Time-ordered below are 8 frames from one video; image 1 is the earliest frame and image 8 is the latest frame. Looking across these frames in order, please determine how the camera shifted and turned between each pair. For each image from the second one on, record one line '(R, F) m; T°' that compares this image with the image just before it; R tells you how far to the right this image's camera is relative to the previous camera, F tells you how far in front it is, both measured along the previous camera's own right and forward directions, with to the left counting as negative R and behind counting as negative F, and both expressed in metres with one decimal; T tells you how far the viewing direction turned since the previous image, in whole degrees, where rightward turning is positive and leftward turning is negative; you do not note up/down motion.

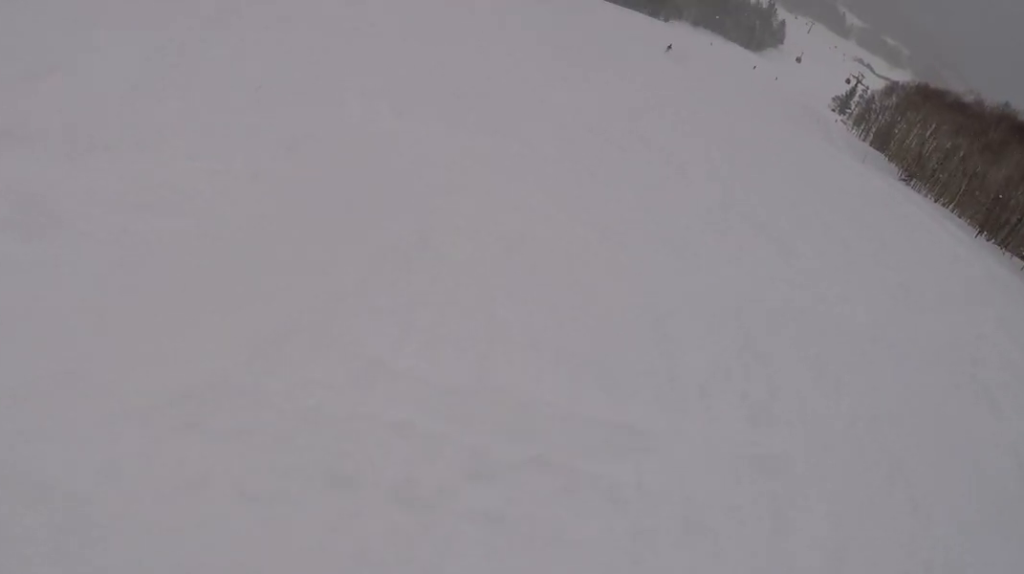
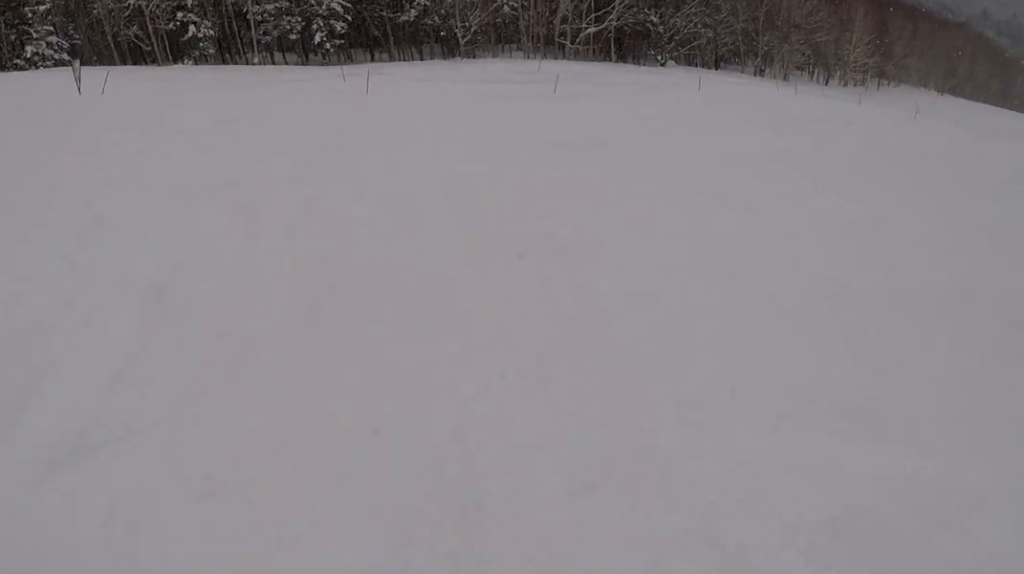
(+0.6, +13.2) m; +24°
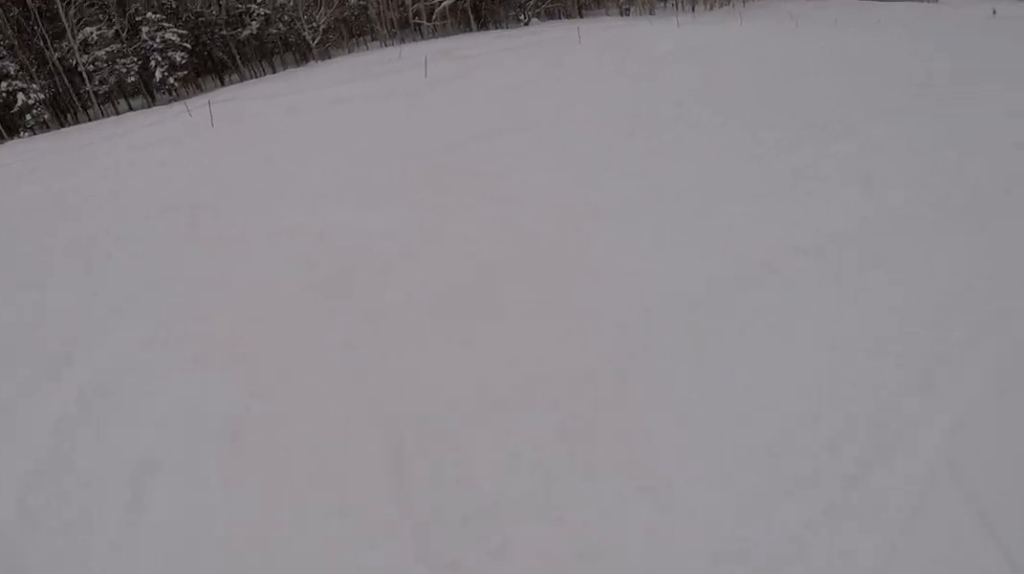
(+0.1, +3.0) m; +12°
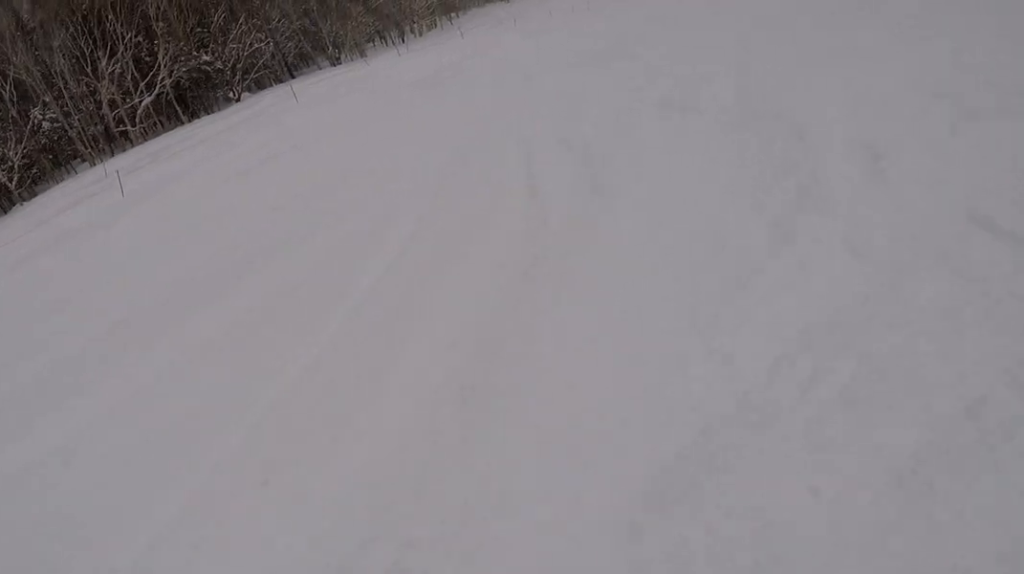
(+0.8, +4.6) m; +16°
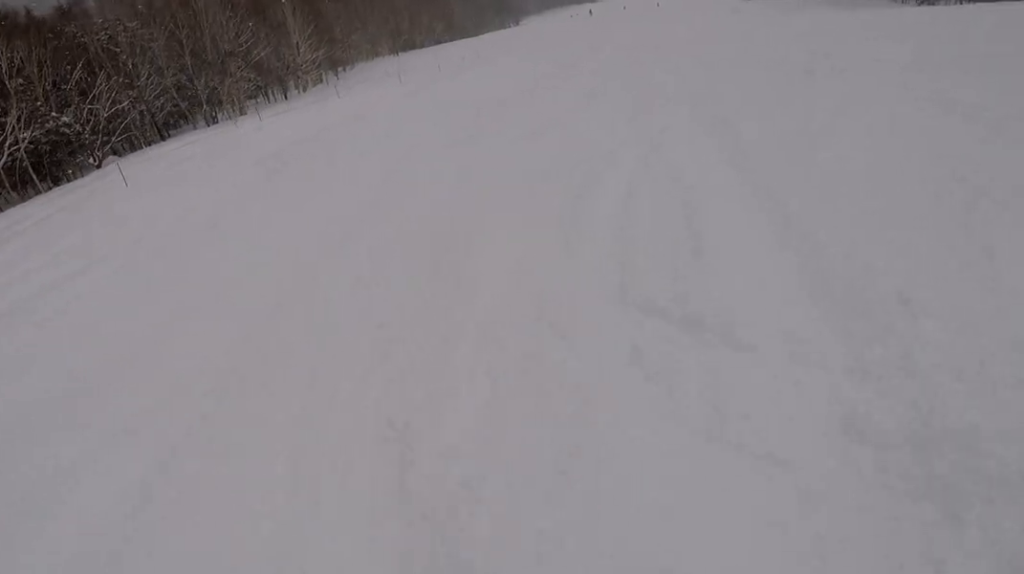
(+0.7, +4.6) m; +9°
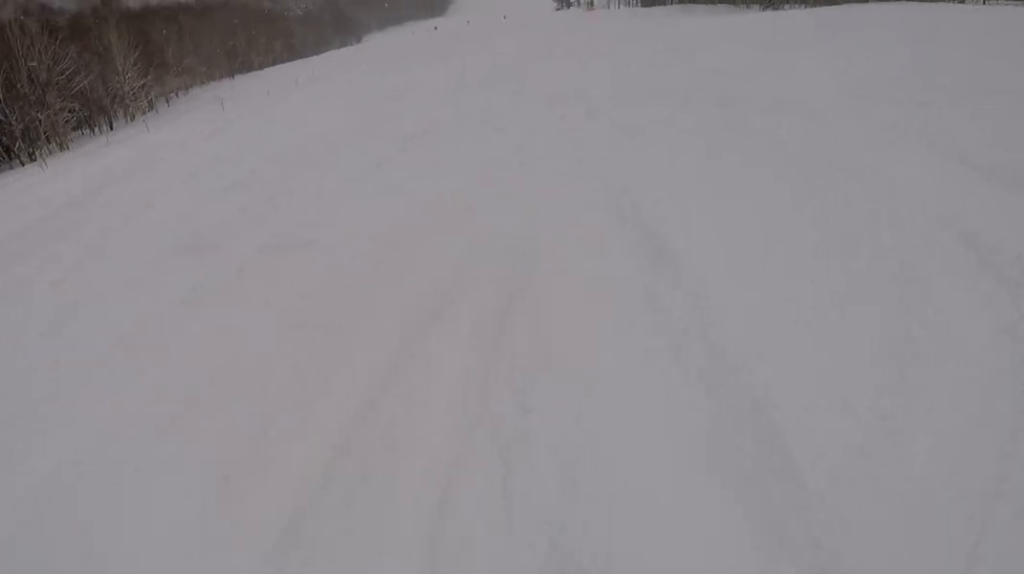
(+0.3, +3.5) m; +5°
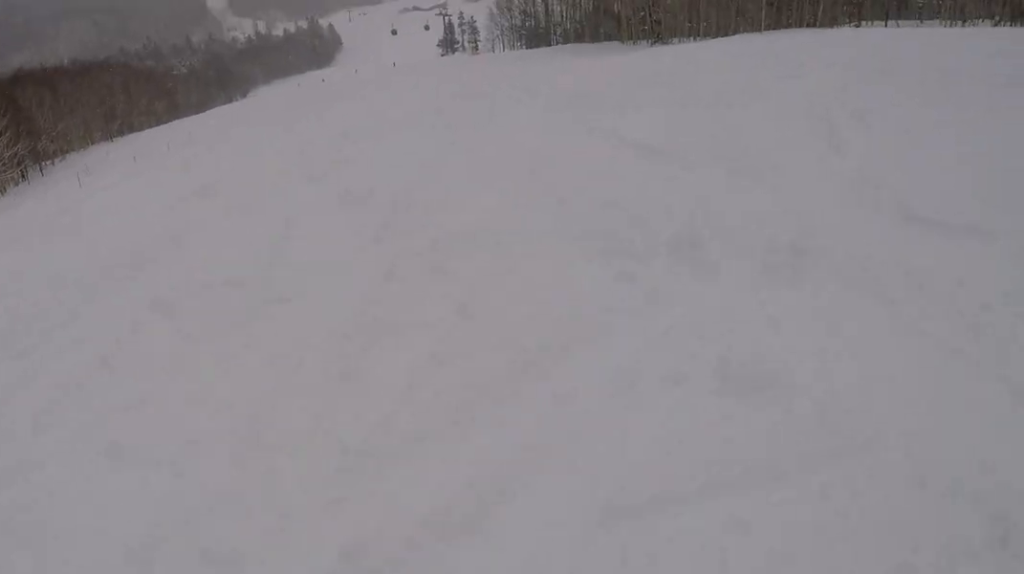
(0.0, +3.4) m; 0°
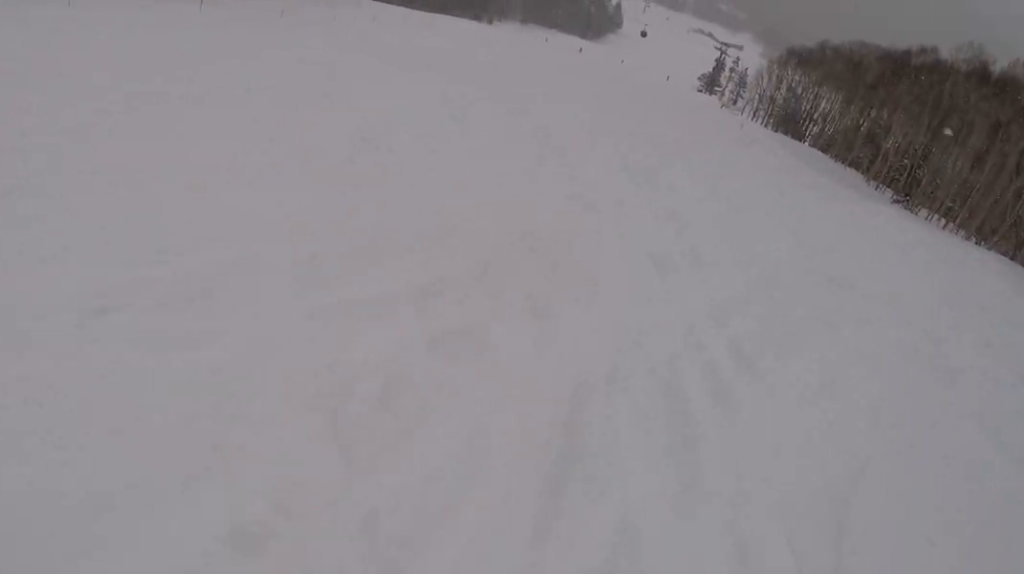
(-3.8, +12.0) m; -51°
